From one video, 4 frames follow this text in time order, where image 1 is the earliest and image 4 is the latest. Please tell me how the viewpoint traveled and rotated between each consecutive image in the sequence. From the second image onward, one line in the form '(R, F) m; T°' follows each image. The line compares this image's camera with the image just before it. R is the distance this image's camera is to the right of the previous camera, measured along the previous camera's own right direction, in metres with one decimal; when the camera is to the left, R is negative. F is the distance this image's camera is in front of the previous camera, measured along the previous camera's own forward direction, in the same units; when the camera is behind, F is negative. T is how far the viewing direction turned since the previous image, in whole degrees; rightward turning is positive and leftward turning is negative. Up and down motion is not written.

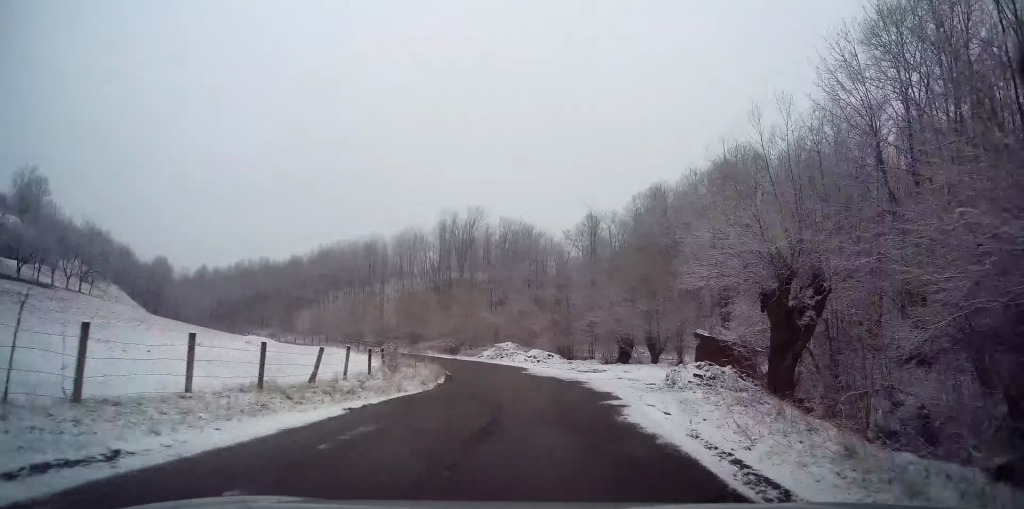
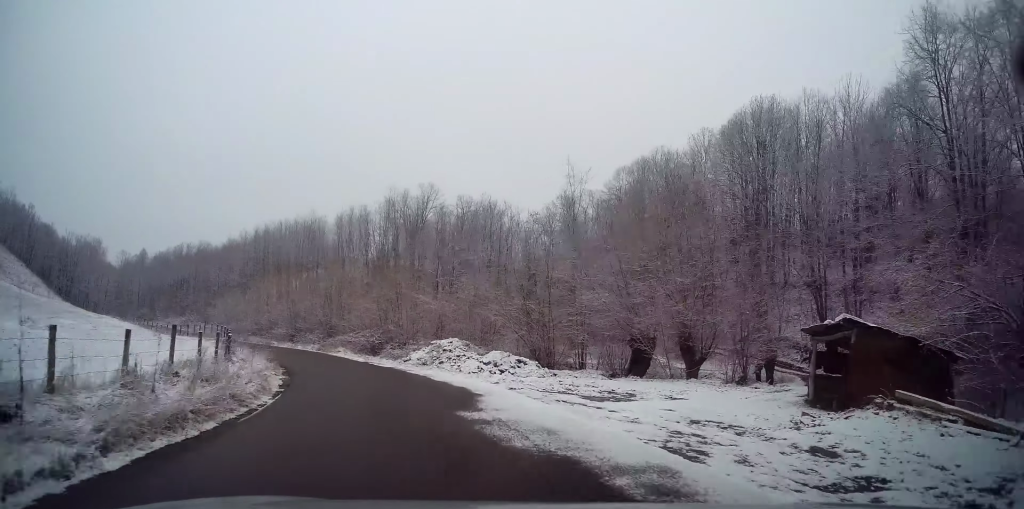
(+1.7, +16.8) m; +6°
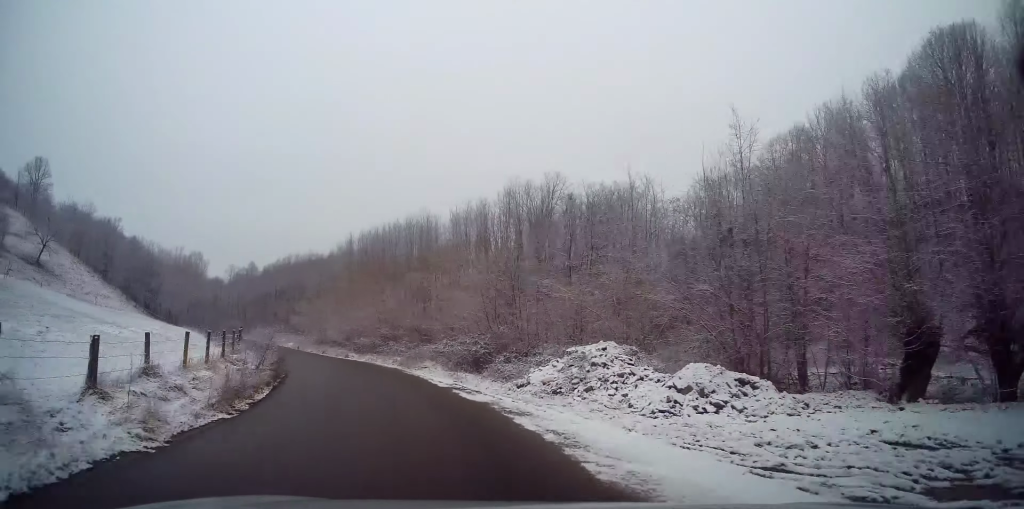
(-0.1, +13.0) m; -6°
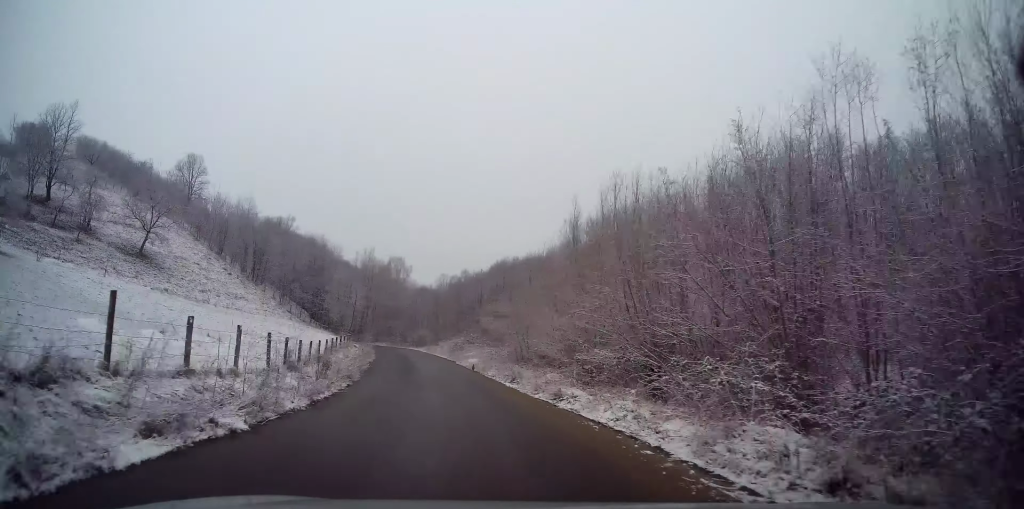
(-4.1, +22.2) m; -23°
